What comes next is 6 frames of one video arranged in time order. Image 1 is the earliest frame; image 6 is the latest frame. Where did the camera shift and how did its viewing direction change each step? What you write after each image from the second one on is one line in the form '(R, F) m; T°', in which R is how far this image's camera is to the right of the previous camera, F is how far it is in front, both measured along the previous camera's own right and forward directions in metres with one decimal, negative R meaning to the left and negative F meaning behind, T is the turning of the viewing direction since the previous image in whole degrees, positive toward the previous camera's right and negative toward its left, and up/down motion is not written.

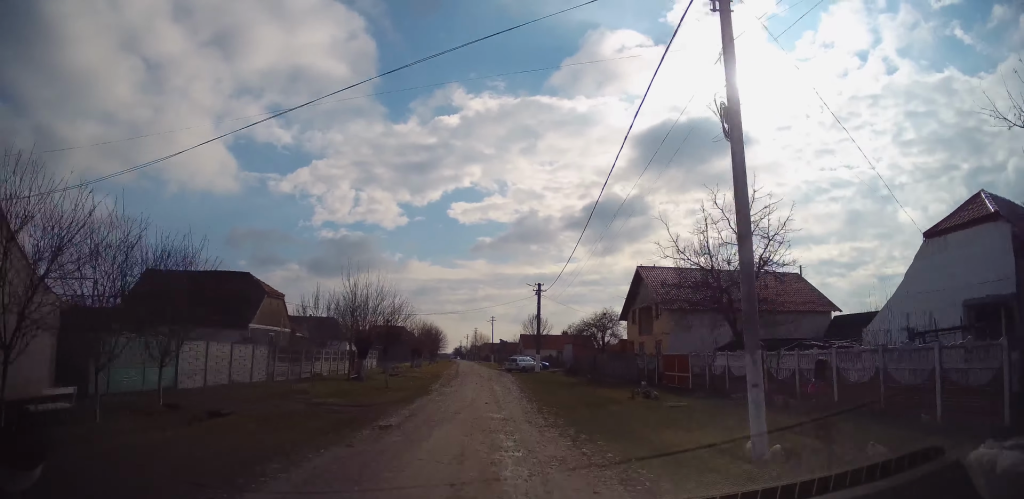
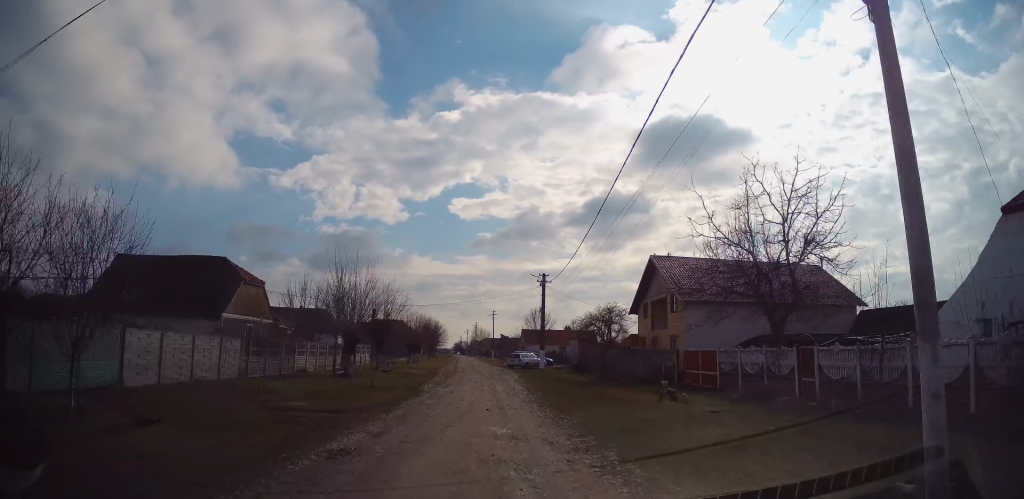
(0.0, +3.2) m; 0°
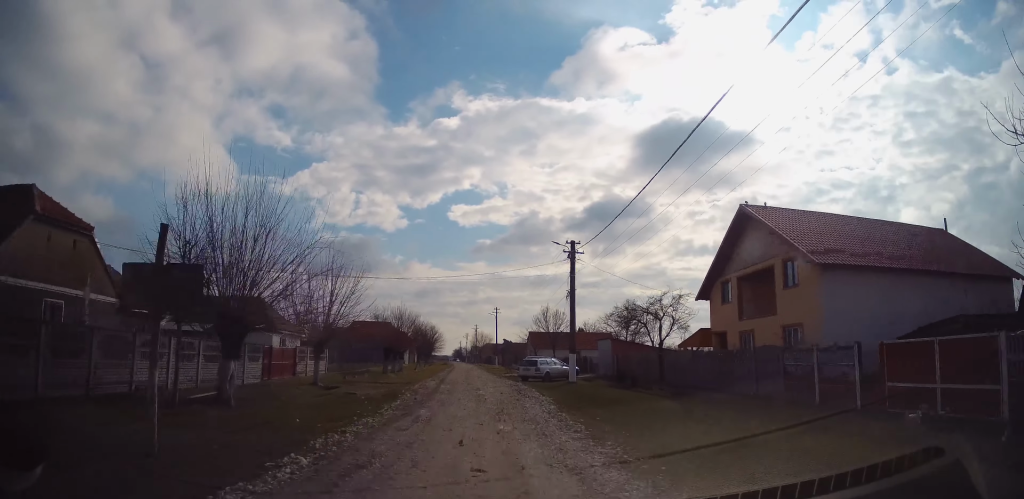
(0.0, +14.5) m; 0°
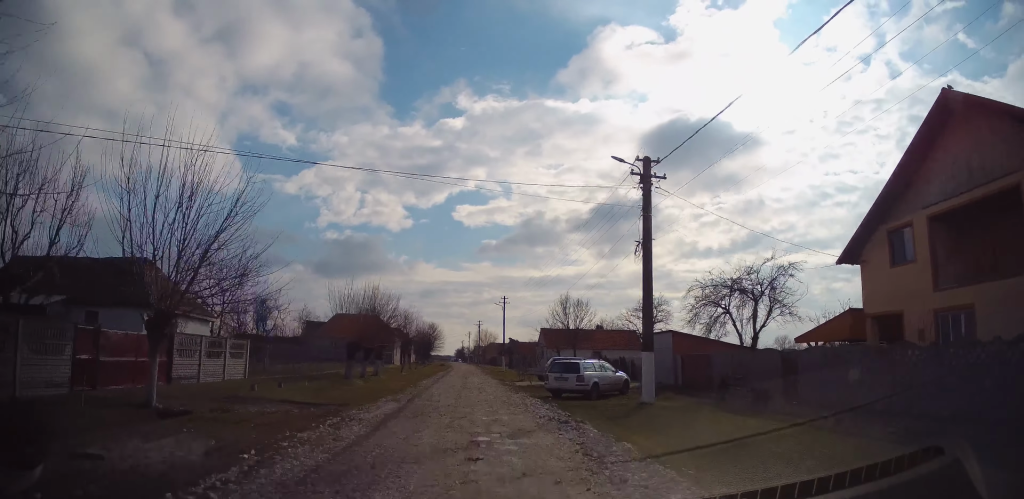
(0.0, +13.5) m; 0°
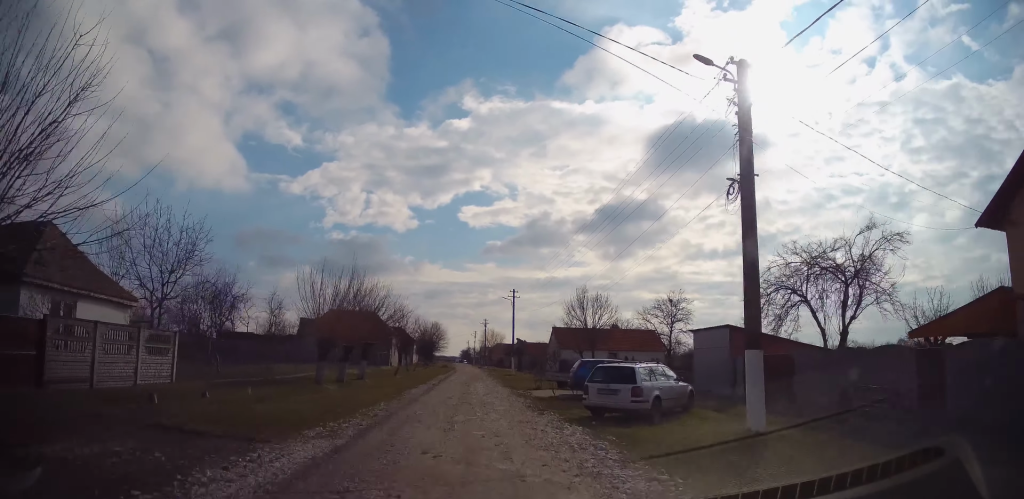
(0.0, +6.6) m; 0°
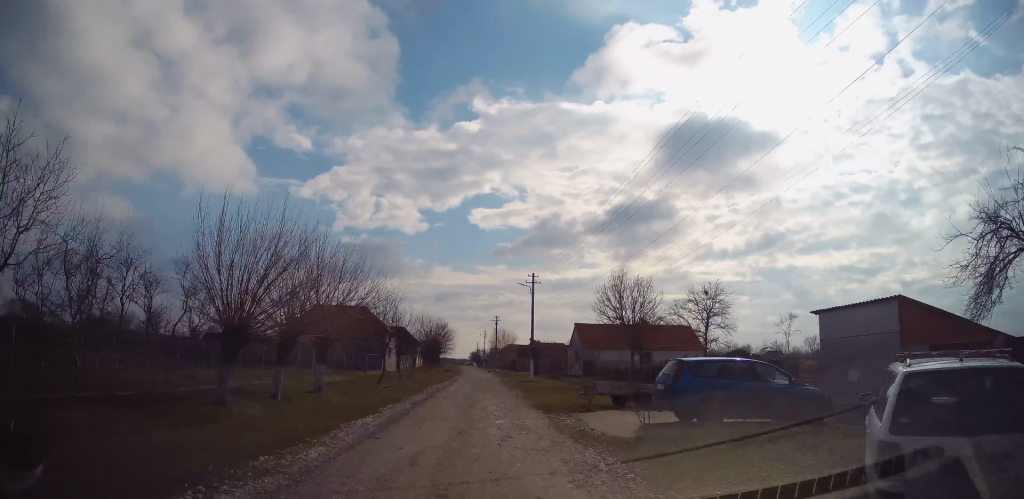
(-0.3, +10.3) m; -3°
